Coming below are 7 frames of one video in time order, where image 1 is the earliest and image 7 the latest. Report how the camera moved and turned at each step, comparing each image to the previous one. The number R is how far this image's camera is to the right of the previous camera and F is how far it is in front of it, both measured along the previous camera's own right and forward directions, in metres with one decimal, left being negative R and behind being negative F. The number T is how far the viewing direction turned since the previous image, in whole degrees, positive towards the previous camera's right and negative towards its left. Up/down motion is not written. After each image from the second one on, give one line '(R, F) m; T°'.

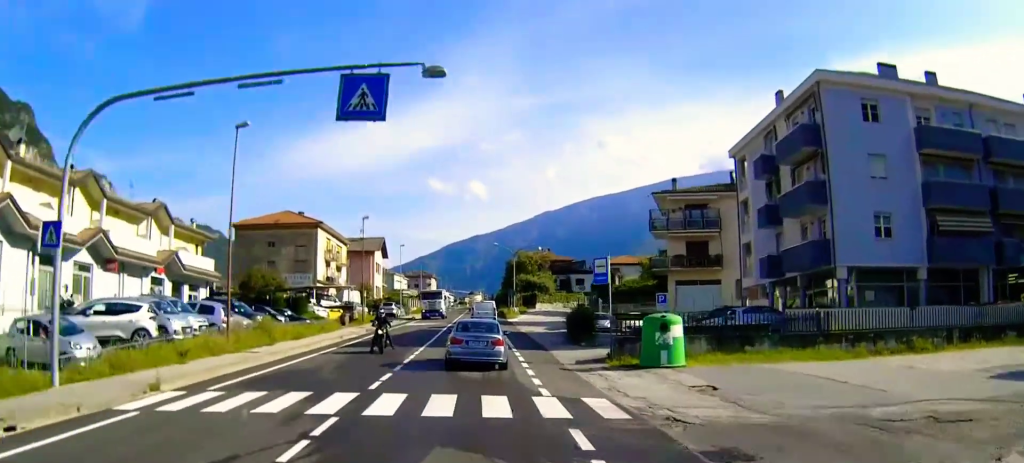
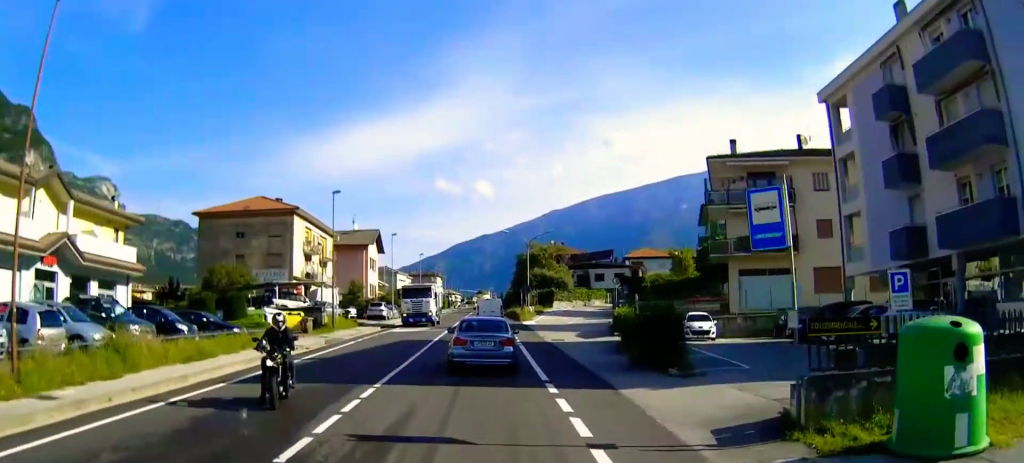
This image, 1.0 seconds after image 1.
(0.0, +14.7) m; 0°
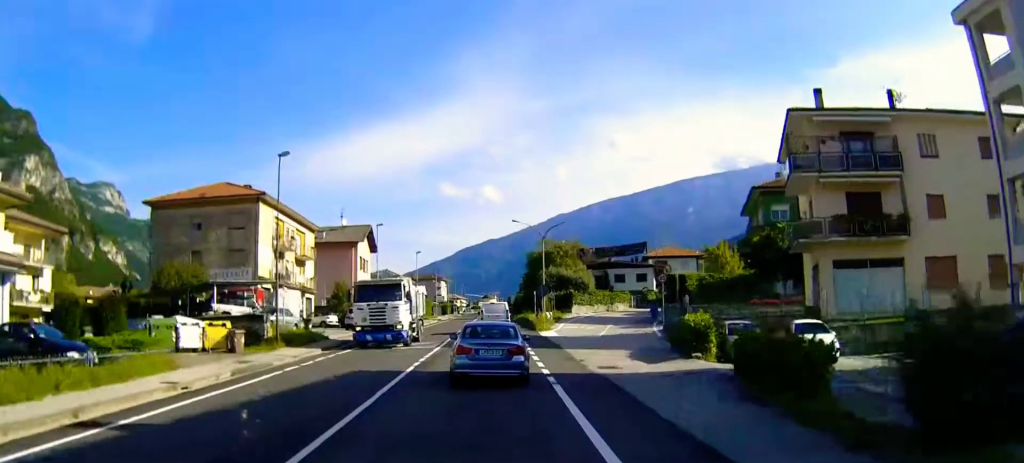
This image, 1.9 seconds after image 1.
(-0.1, +13.8) m; 0°
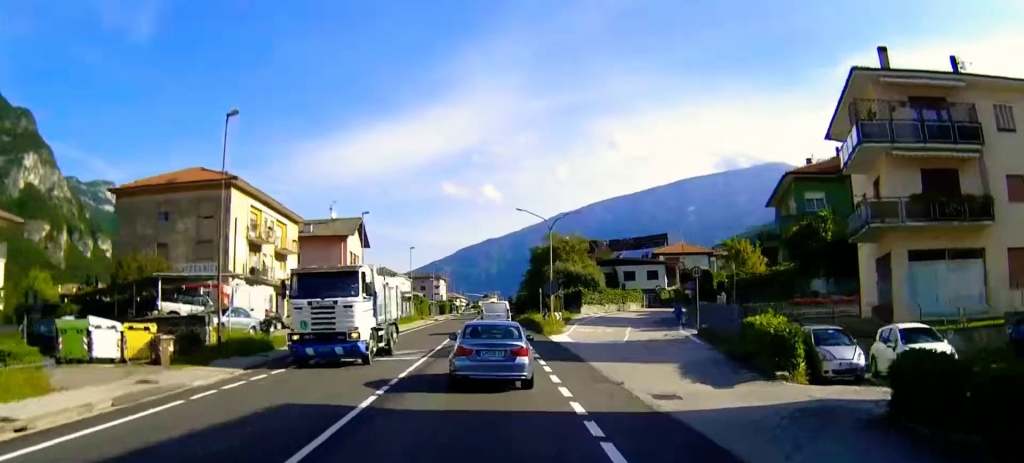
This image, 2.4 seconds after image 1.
(0.0, +7.6) m; 0°
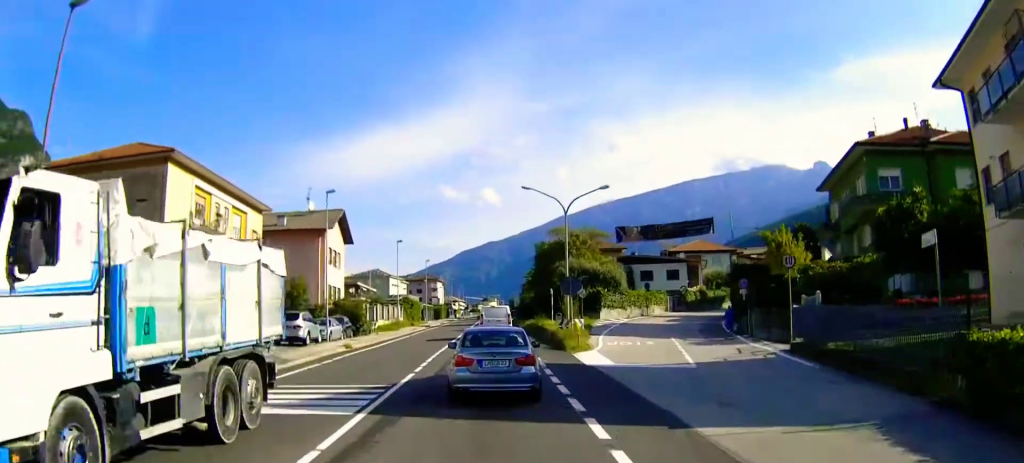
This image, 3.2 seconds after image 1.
(0.0, +12.2) m; 0°
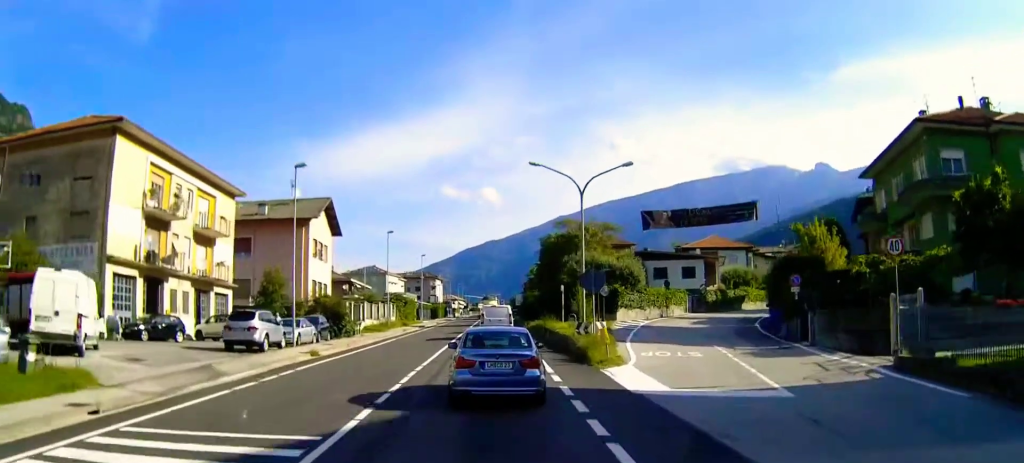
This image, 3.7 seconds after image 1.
(0.0, +7.4) m; 0°
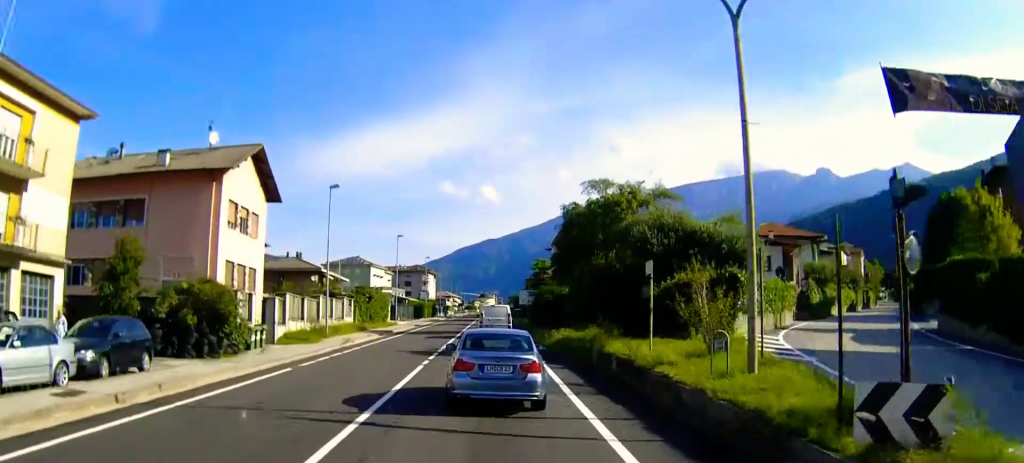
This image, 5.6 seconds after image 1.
(0.0, +24.7) m; 0°
